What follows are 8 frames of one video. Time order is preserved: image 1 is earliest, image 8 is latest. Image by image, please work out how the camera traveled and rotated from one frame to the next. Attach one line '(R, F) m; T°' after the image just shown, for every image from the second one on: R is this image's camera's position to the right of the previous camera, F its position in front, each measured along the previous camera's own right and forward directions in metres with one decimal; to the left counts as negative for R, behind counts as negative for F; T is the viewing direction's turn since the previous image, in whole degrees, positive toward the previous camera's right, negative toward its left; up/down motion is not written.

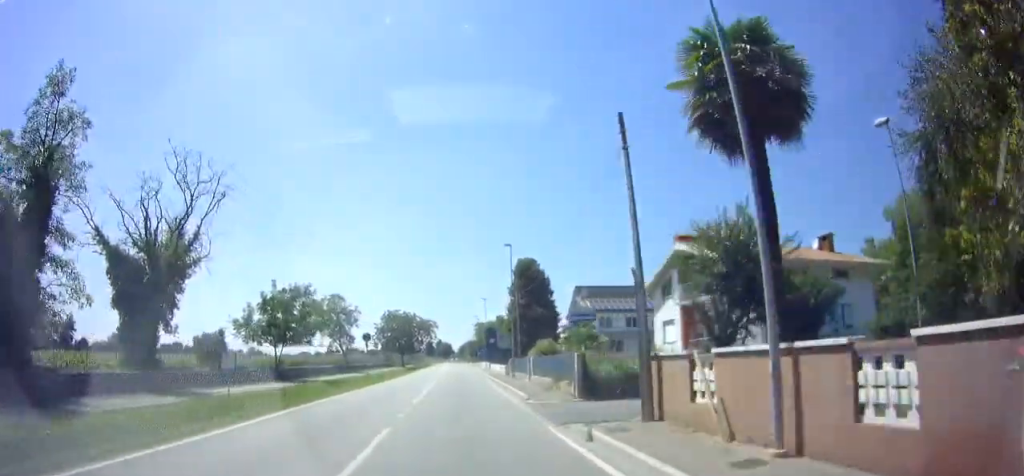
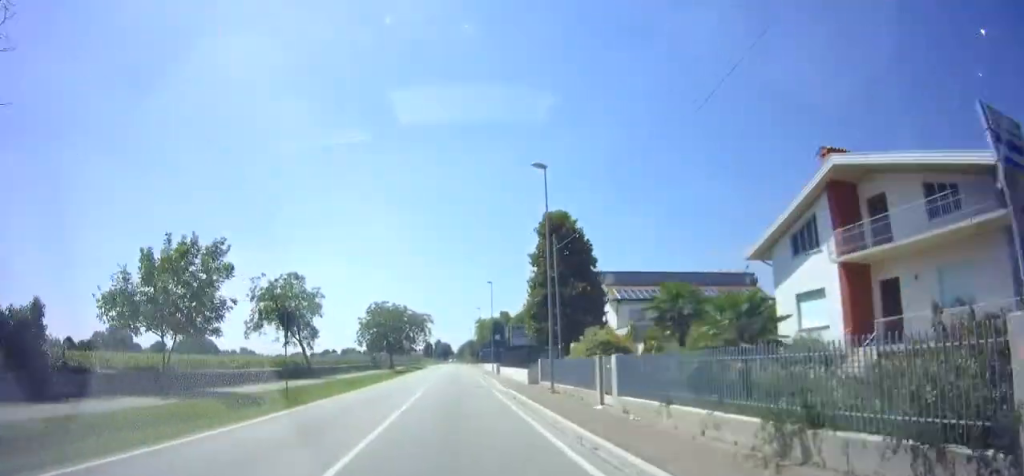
(+0.4, +15.6) m; +1°
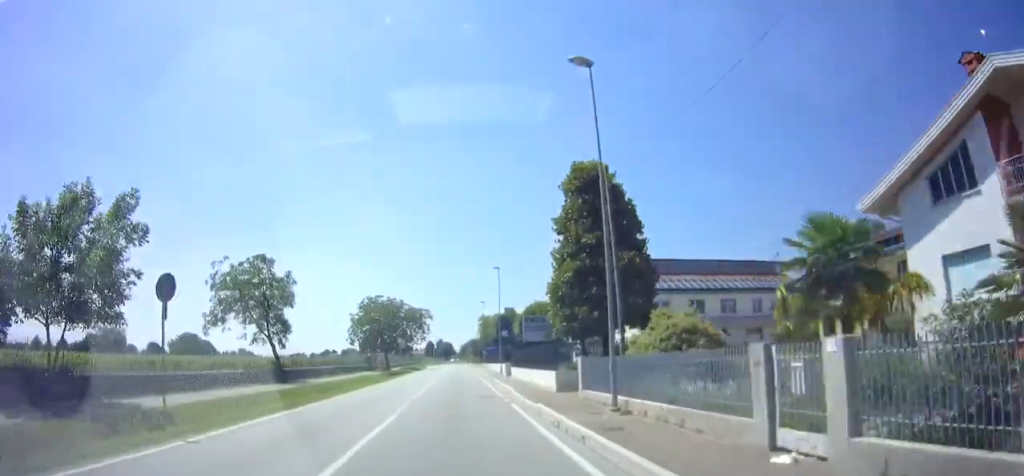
(-0.1, +8.1) m; -1°
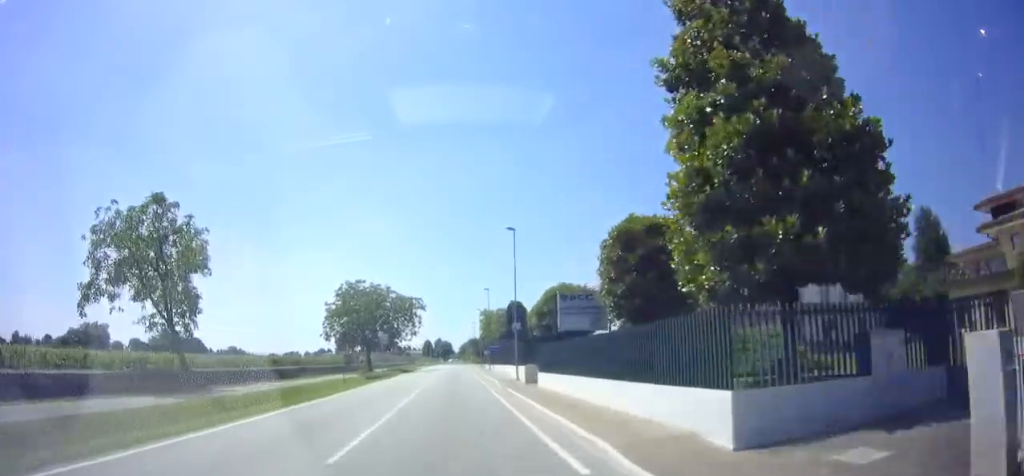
(-0.3, +13.9) m; -1°
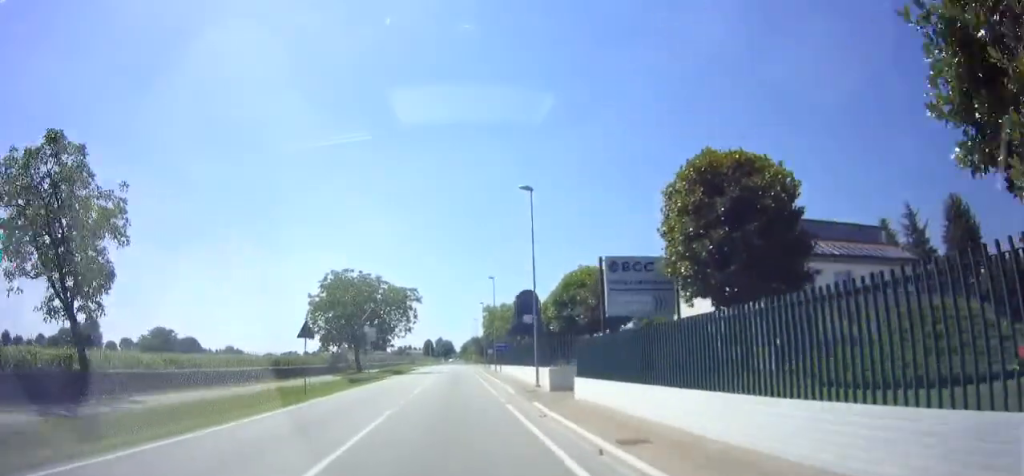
(0.0, +7.7) m; 0°
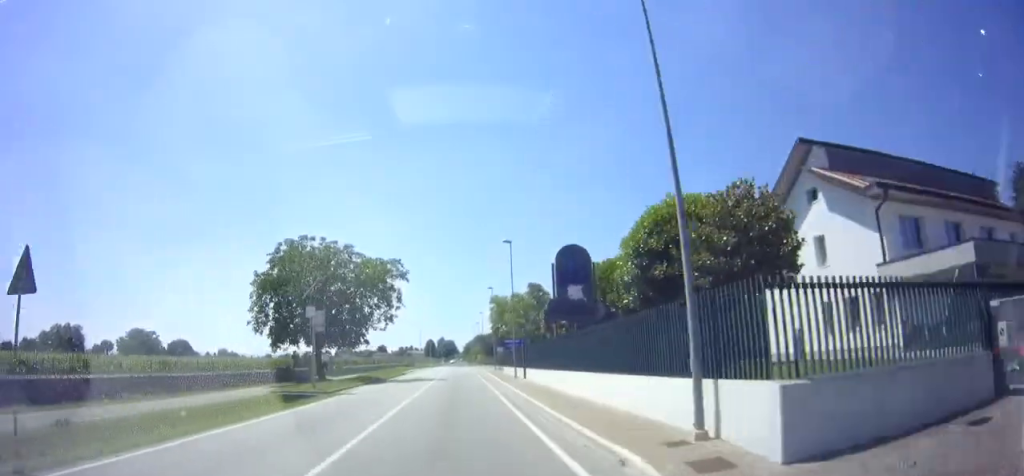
(0.0, +16.4) m; +2°
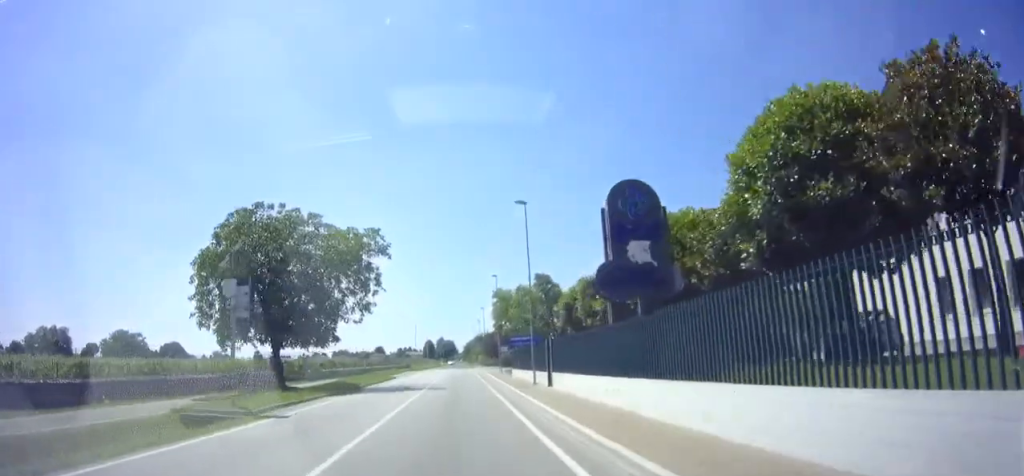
(+0.3, +9.2) m; 0°
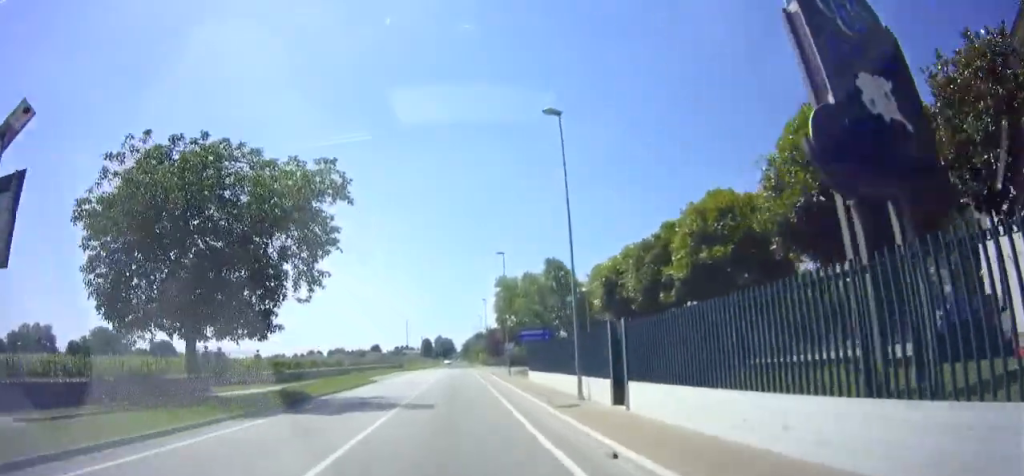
(0.0, +10.1) m; -1°
